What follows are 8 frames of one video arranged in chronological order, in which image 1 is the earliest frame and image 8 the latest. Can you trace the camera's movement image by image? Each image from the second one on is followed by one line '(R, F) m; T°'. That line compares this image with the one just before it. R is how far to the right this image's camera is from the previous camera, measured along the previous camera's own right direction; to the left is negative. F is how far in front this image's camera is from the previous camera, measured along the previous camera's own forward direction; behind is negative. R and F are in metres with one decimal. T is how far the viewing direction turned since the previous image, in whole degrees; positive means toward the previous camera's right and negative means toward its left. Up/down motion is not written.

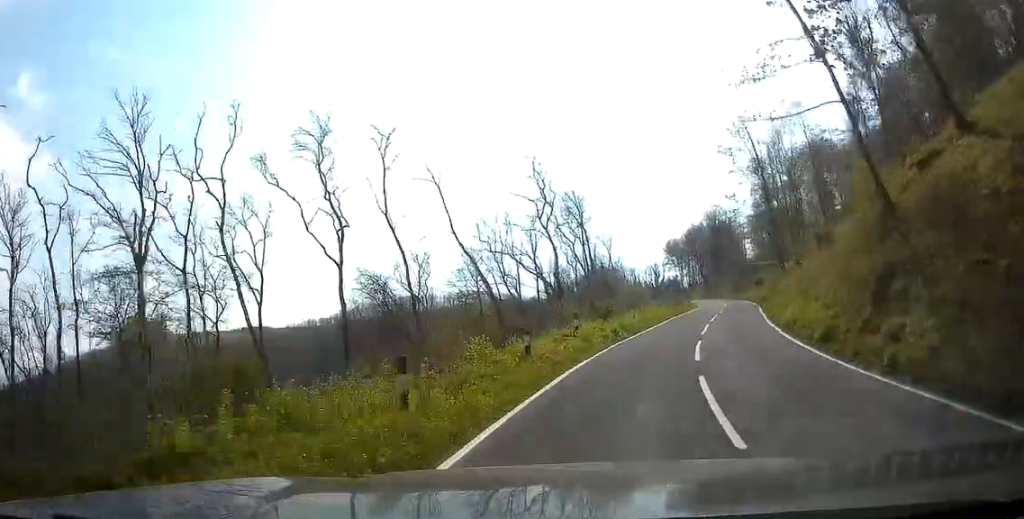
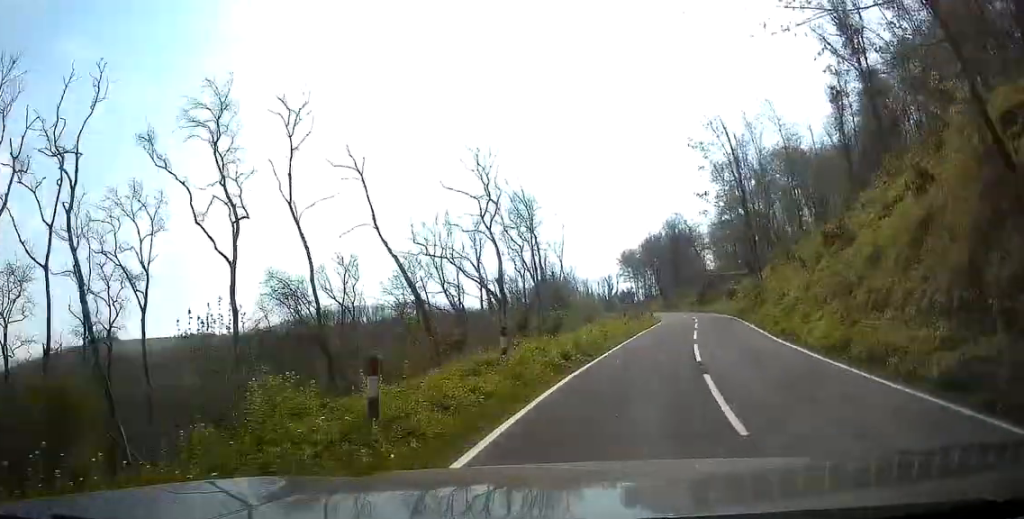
(+0.4, +8.7) m; +10°
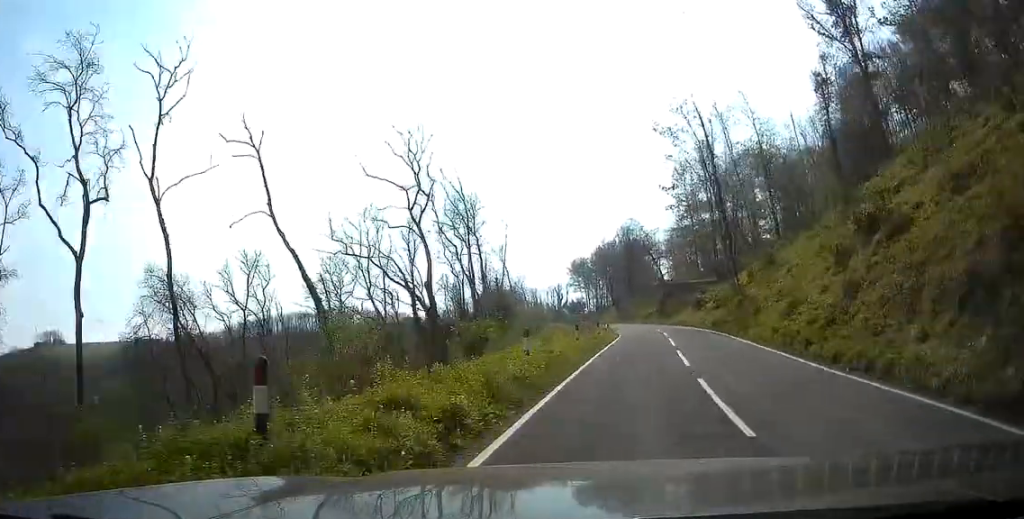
(-0.1, +8.8) m; +13°
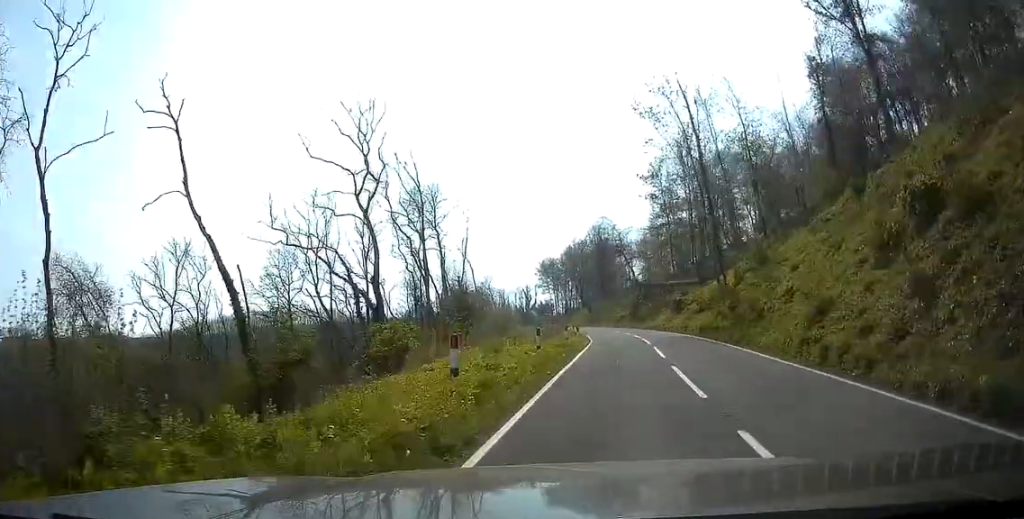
(+1.5, +5.1) m; +8°
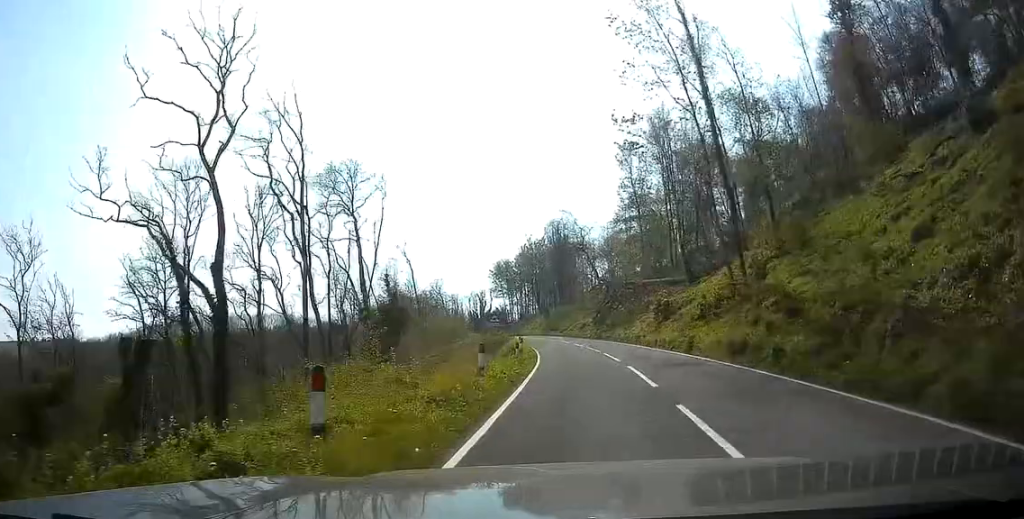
(+2.5, +13.5) m; +16°
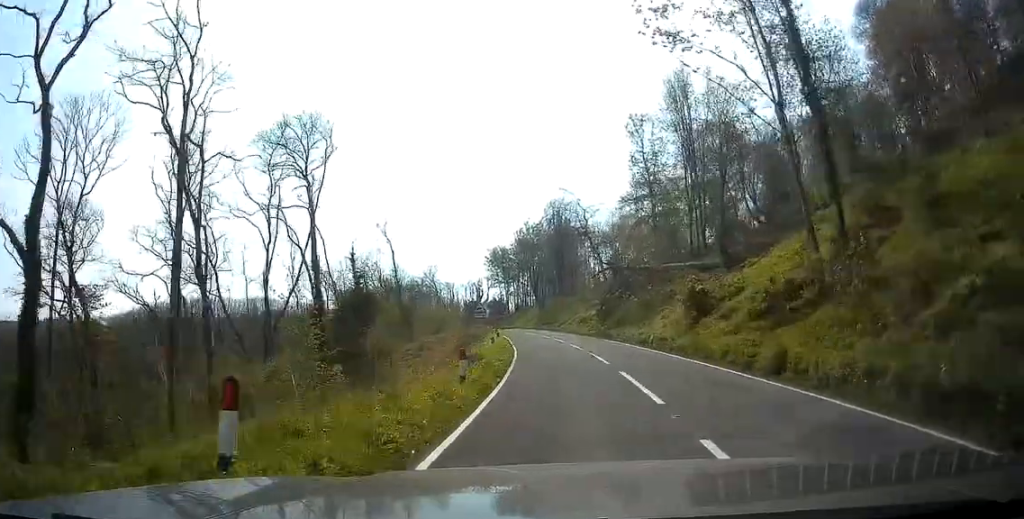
(+0.5, +9.9) m; +7°
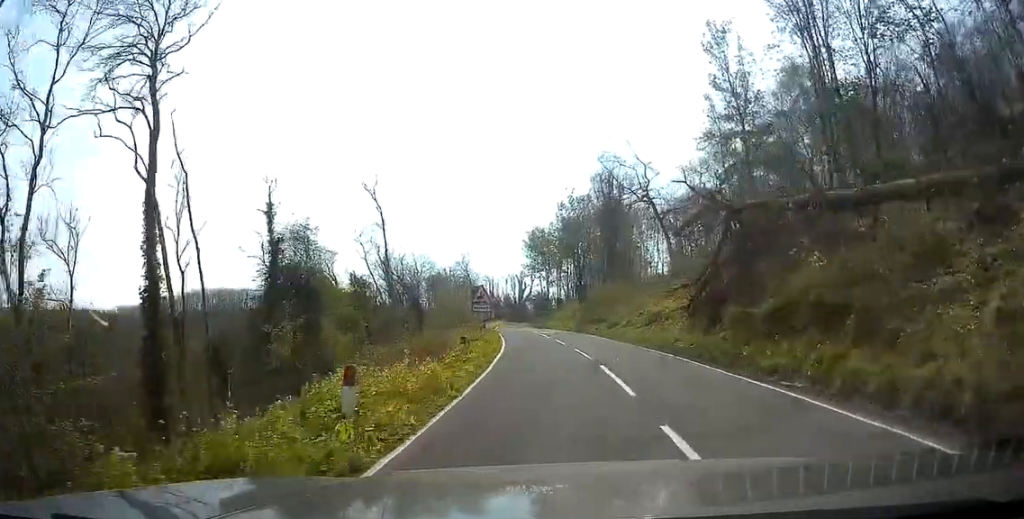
(+2.2, +22.2) m; +1°
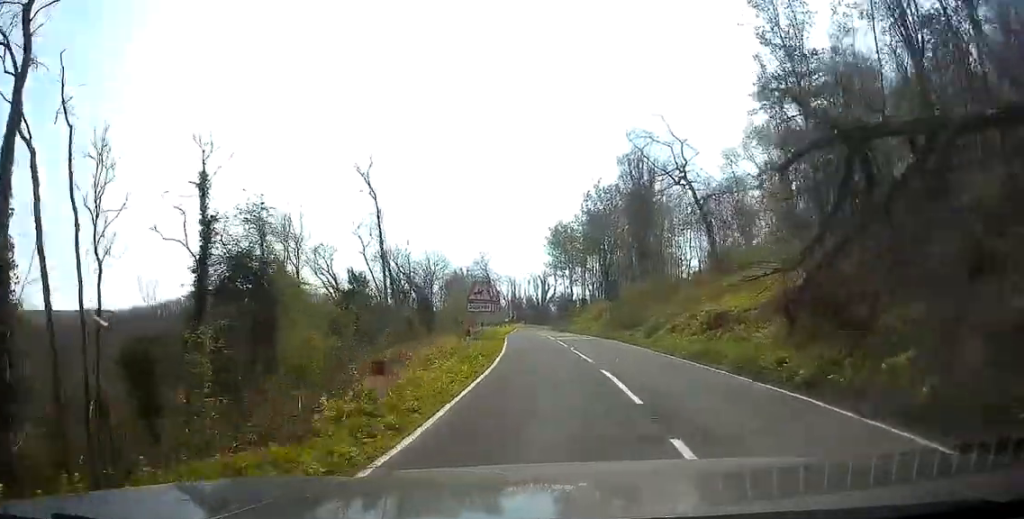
(-0.6, +8.6) m; -2°
